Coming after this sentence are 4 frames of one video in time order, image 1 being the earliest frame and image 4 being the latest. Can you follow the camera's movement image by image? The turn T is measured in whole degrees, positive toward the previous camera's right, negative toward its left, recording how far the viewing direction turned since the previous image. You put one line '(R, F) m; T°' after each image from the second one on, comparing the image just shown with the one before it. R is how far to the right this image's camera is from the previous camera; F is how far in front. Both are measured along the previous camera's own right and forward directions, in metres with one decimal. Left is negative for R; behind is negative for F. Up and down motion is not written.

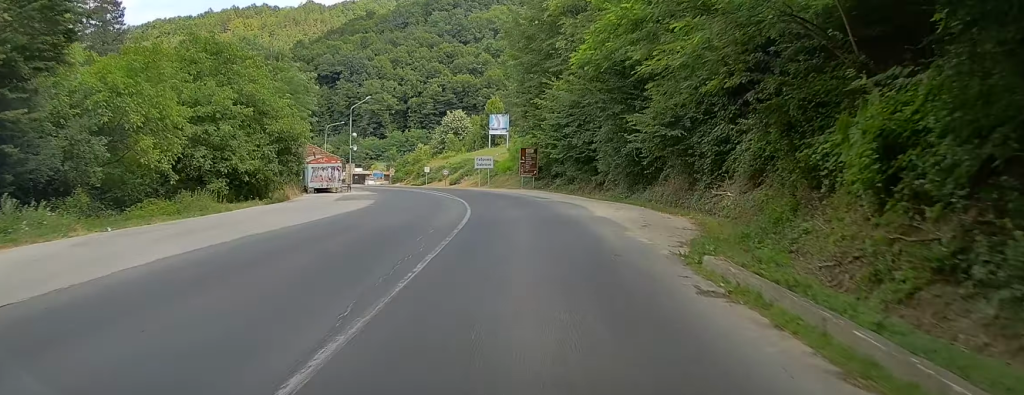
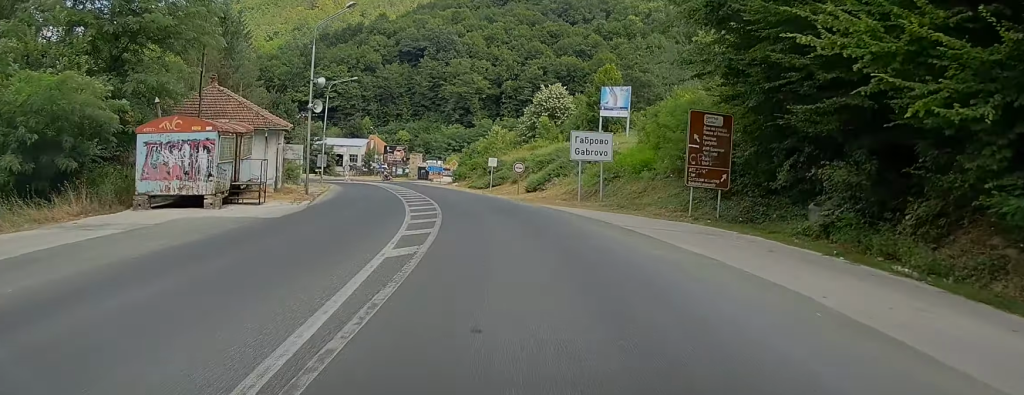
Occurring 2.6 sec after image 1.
(-1.6, +37.4) m; -7°
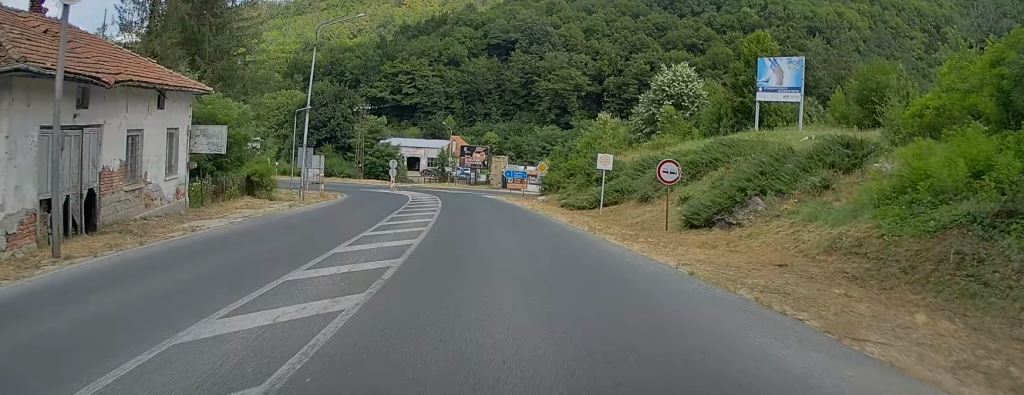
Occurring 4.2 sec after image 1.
(-1.3, +24.2) m; -4°
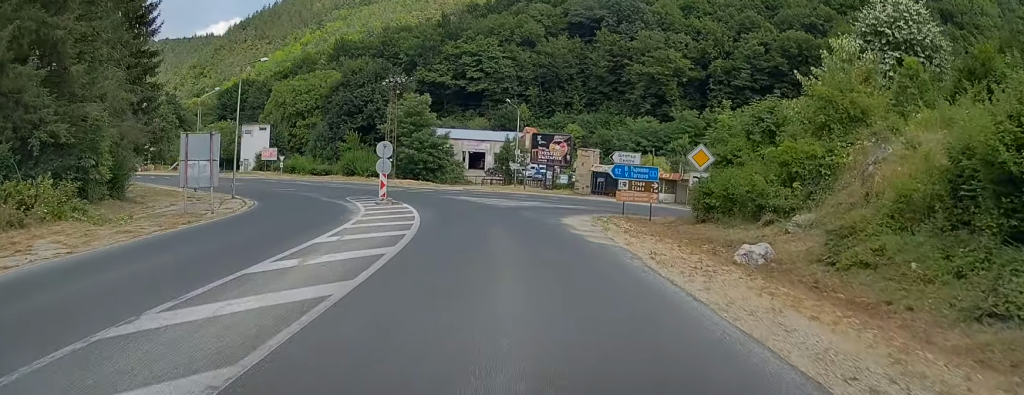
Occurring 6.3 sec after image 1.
(-2.6, +30.1) m; -13°
